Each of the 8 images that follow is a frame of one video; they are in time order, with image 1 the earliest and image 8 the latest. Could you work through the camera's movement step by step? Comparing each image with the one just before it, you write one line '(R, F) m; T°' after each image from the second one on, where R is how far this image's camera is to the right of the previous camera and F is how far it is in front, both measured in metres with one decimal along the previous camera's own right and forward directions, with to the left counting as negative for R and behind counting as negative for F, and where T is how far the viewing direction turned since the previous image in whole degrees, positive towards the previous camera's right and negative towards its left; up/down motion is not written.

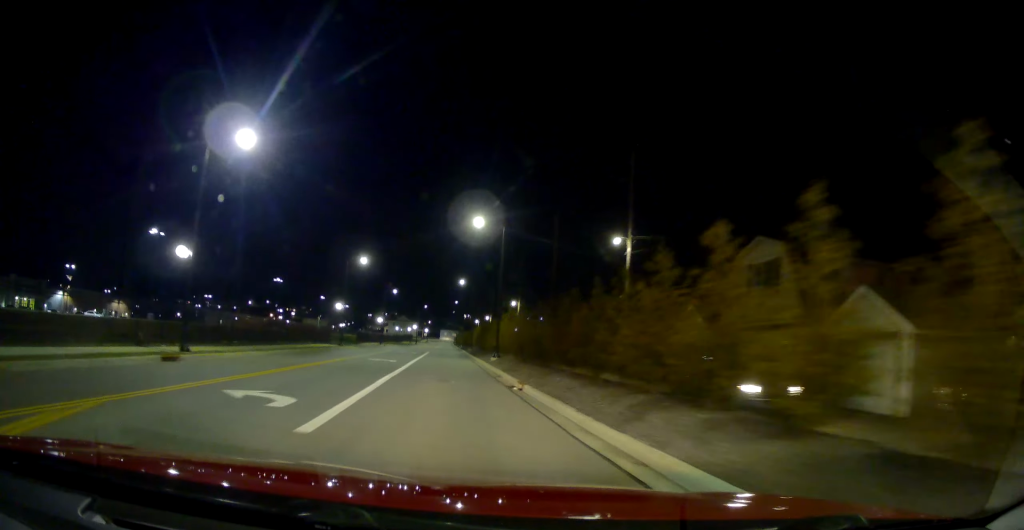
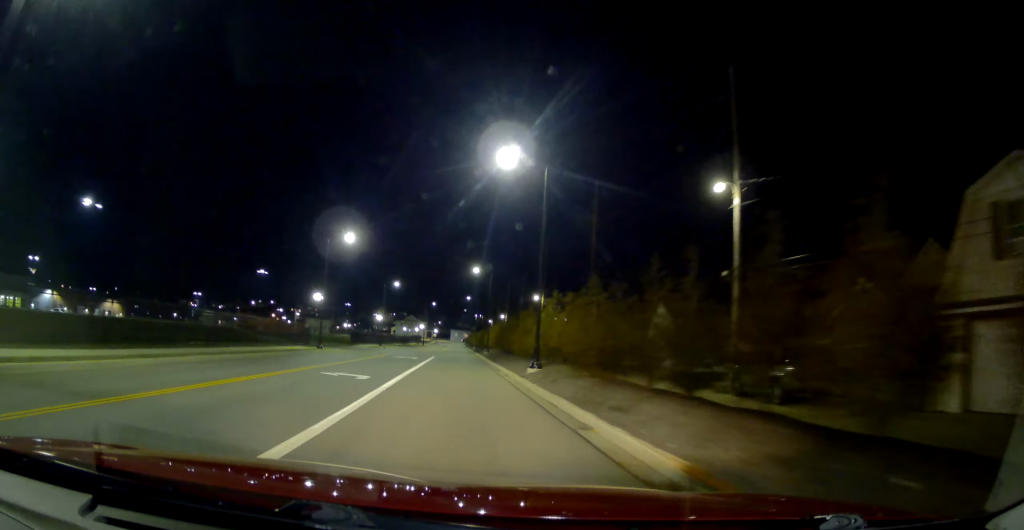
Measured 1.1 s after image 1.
(-0.7, +13.3) m; -4°
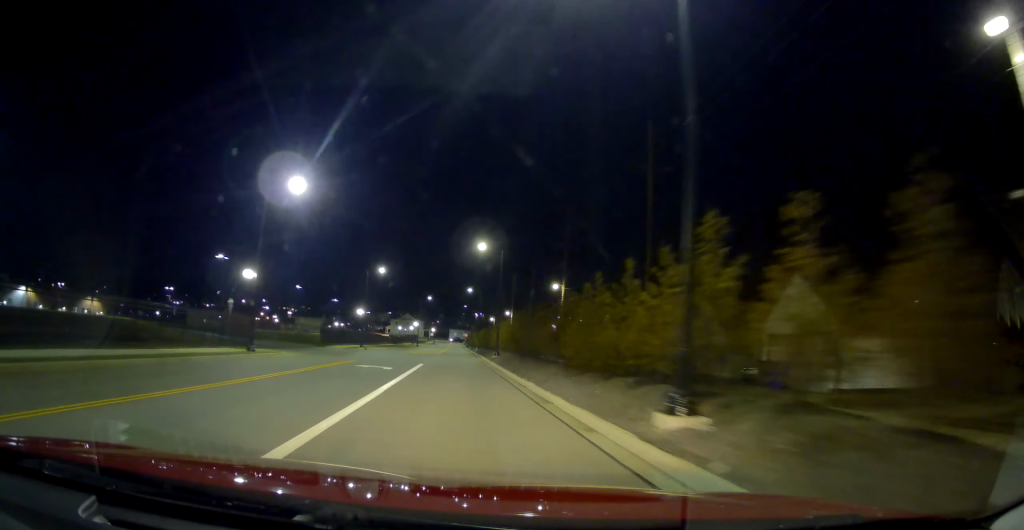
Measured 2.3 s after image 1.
(-0.2, +15.3) m; +1°
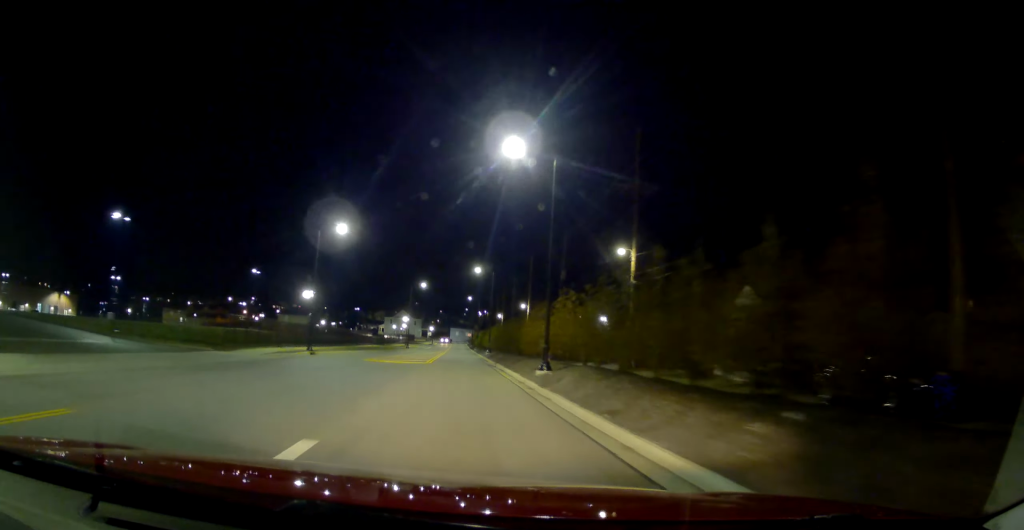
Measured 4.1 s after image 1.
(+0.3, +24.5) m; +1°
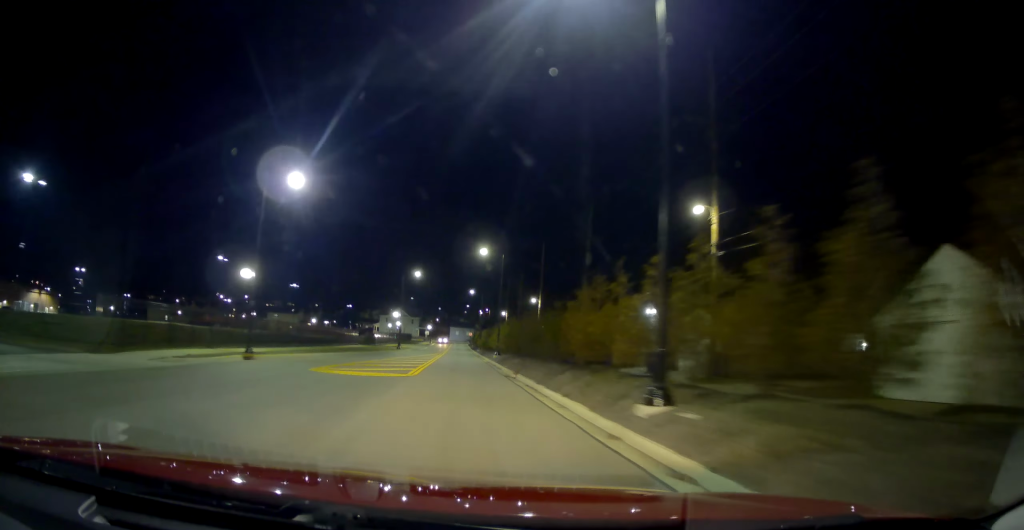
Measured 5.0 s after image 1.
(0.0, +12.6) m; -1°
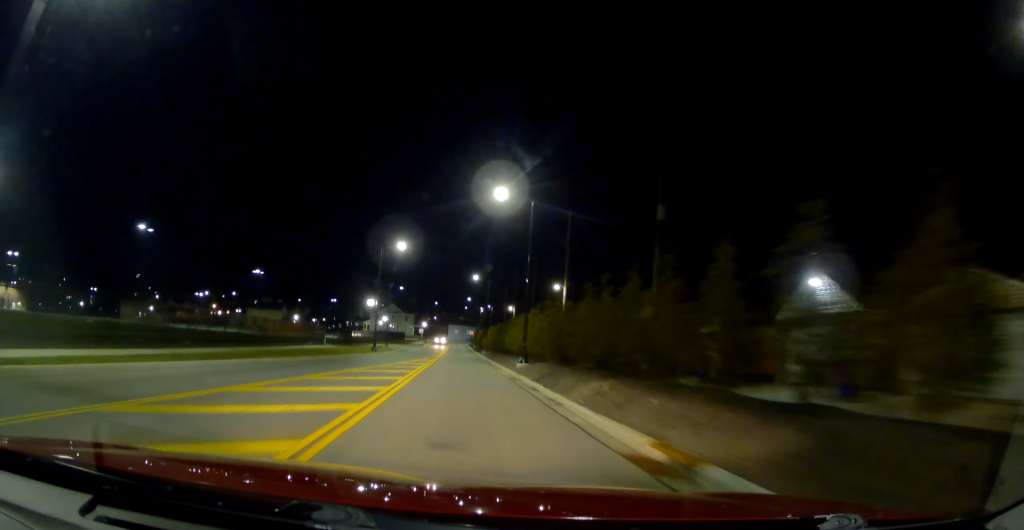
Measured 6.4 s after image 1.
(-0.6, +19.3) m; -1°
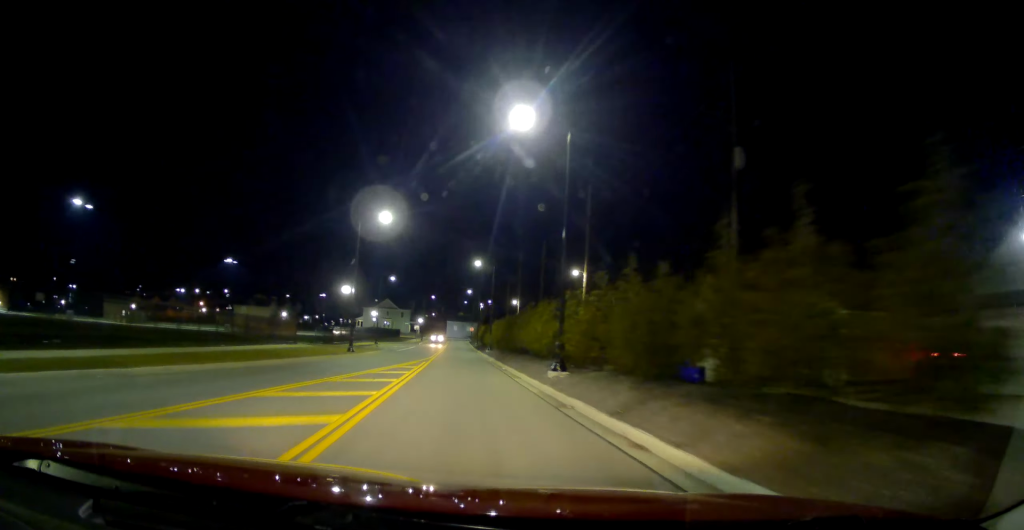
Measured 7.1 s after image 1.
(+0.2, +10.3) m; +1°
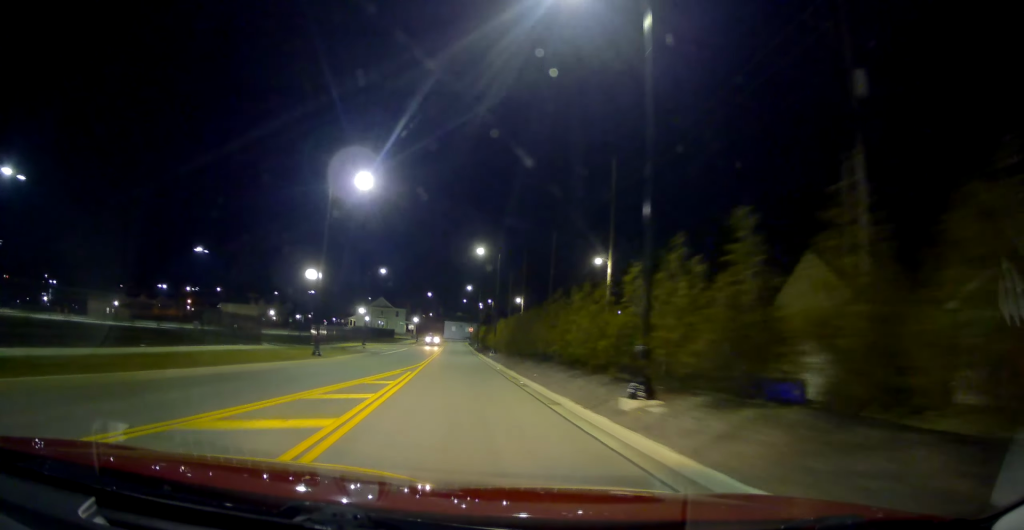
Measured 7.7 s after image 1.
(+0.2, +8.9) m; +1°
